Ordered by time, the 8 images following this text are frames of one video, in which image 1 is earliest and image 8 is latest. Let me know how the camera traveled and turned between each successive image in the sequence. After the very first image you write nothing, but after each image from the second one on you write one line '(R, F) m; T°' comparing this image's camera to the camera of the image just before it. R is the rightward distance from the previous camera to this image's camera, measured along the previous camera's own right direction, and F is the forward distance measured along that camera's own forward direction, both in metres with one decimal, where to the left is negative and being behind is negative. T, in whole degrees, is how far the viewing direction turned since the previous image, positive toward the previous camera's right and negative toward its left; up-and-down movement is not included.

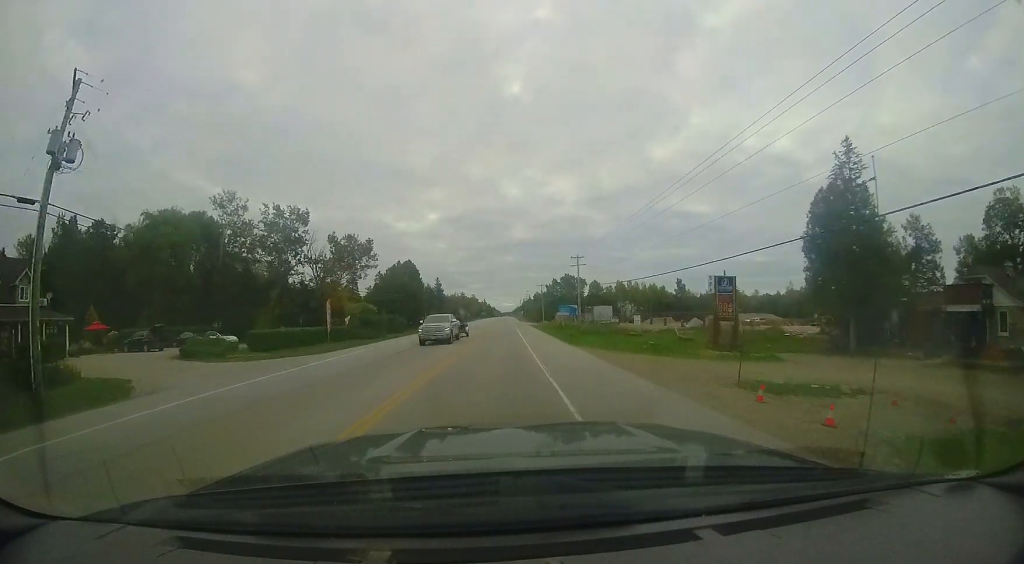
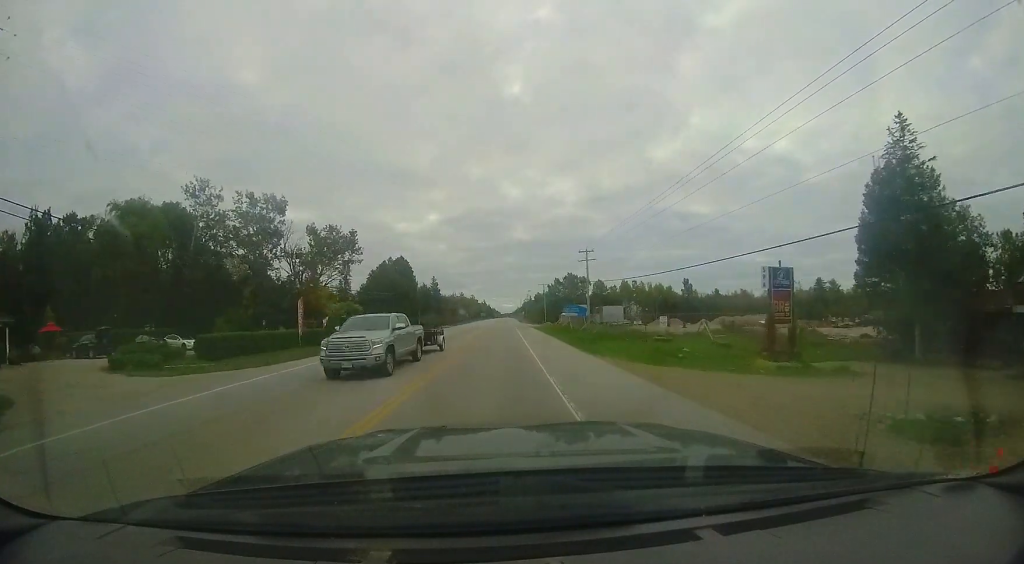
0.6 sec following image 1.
(0.0, +6.3) m; 0°
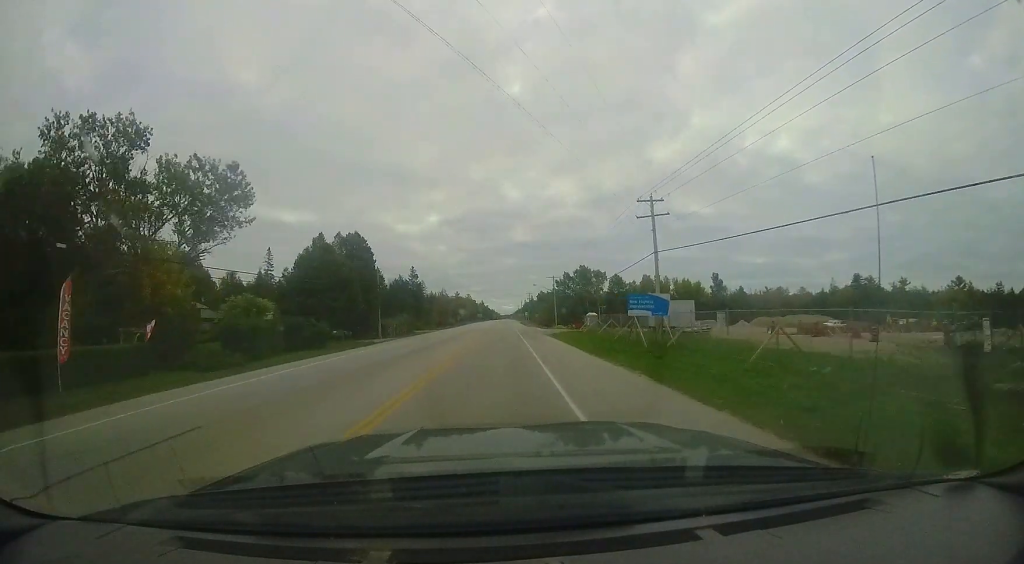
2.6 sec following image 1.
(-0.2, +23.1) m; 0°
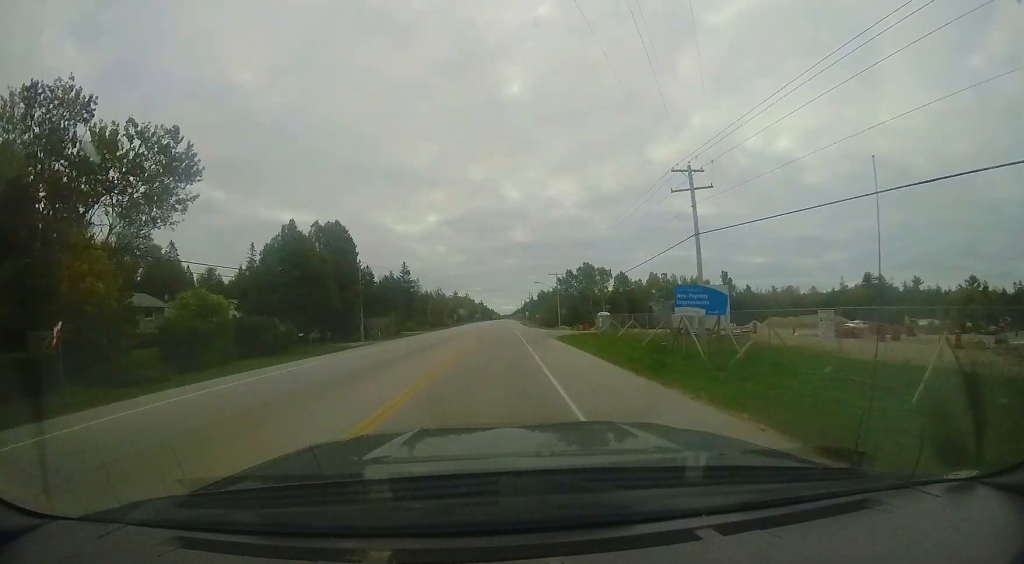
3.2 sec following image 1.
(0.0, +6.1) m; +1°
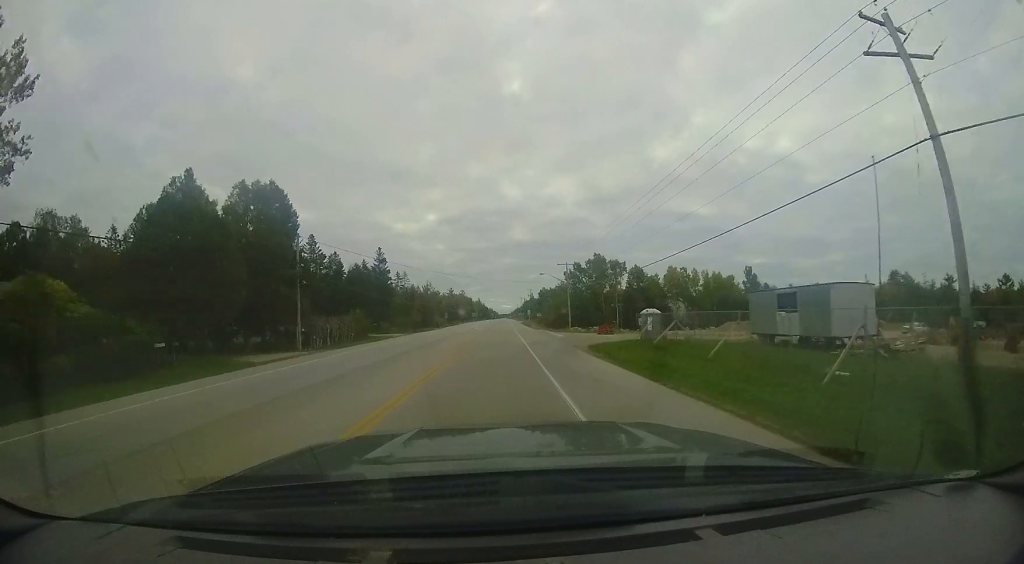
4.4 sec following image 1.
(+0.1, +13.8) m; +3°
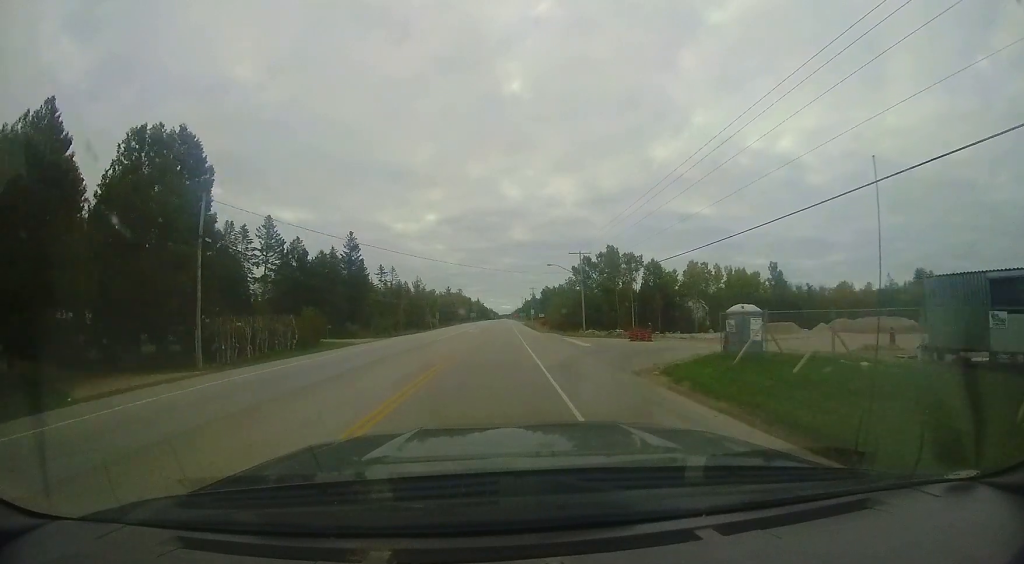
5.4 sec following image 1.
(+0.6, +11.4) m; -1°
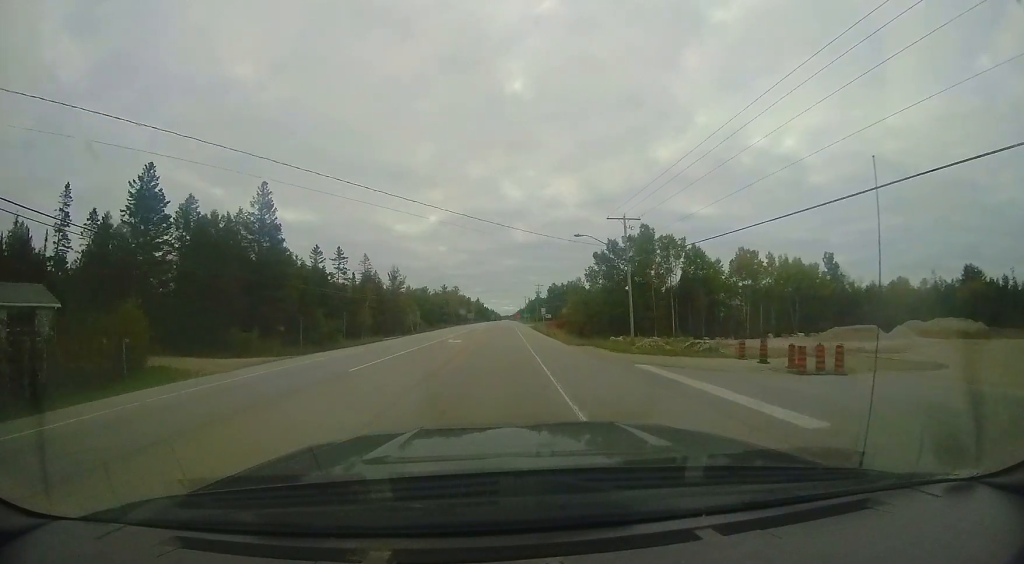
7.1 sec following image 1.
(-1.0, +19.9) m; -2°
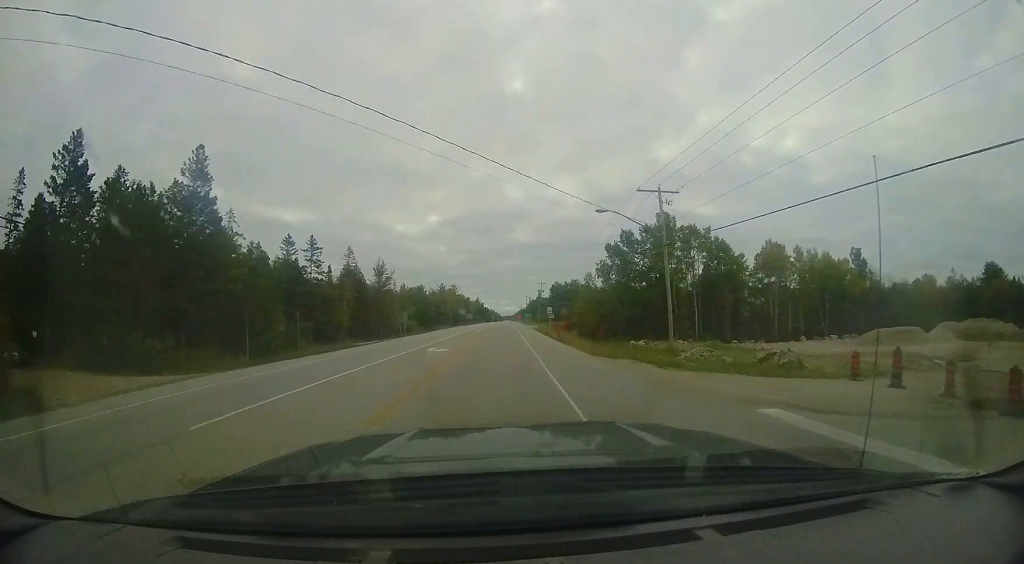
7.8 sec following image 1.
(+0.2, +8.6) m; 0°
